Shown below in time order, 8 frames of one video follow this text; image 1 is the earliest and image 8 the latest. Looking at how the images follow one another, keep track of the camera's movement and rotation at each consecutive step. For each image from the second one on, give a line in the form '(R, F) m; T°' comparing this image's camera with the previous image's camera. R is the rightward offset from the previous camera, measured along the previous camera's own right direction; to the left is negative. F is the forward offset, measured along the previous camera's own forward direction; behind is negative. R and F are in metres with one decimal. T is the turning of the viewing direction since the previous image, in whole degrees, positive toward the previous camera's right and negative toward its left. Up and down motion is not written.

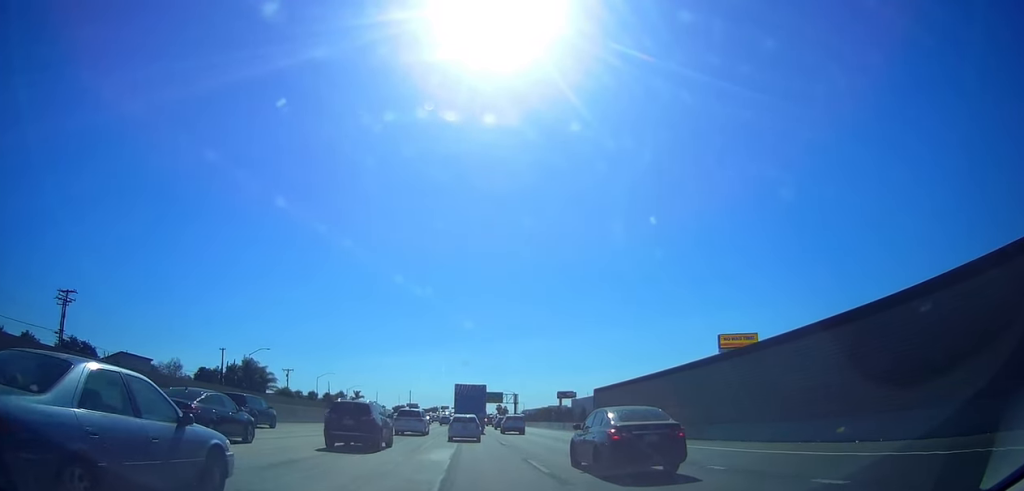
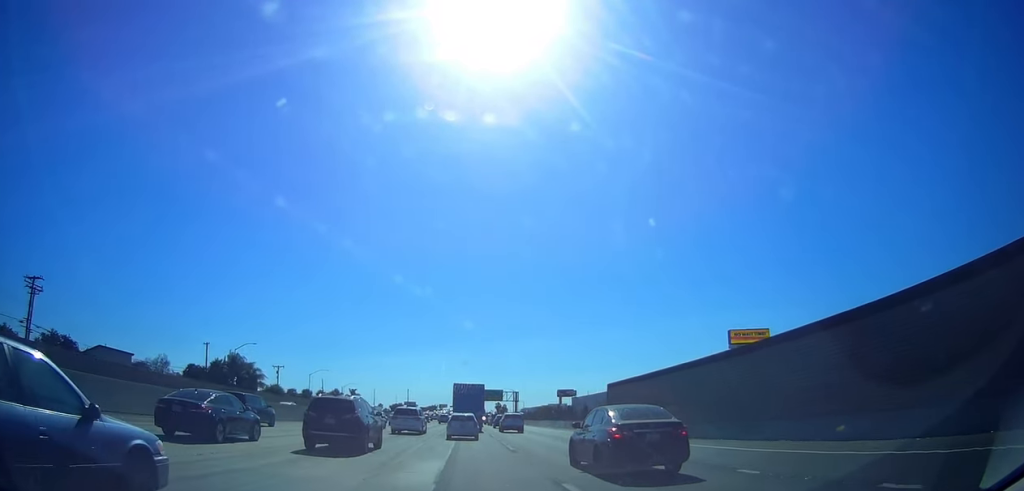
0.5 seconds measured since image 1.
(0.0, +6.3) m; 0°
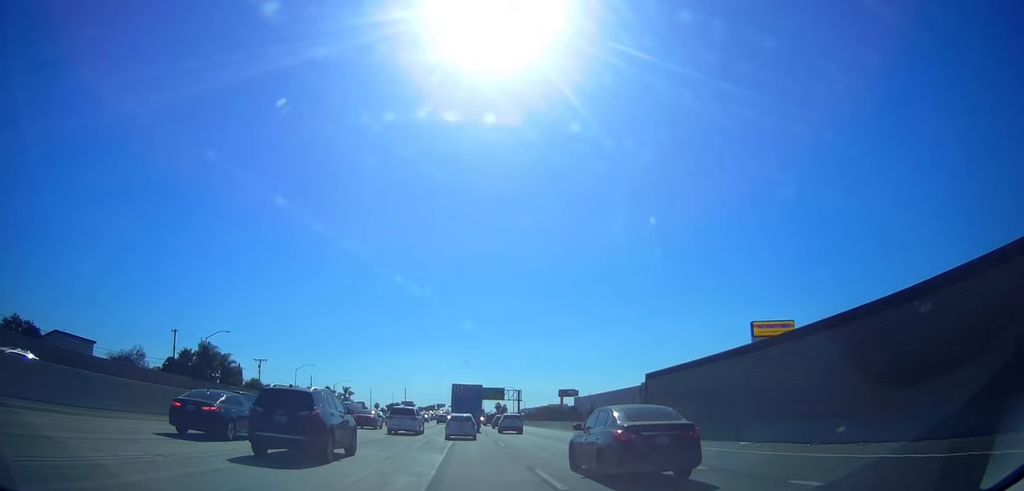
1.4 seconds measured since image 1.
(0.0, +11.3) m; 0°
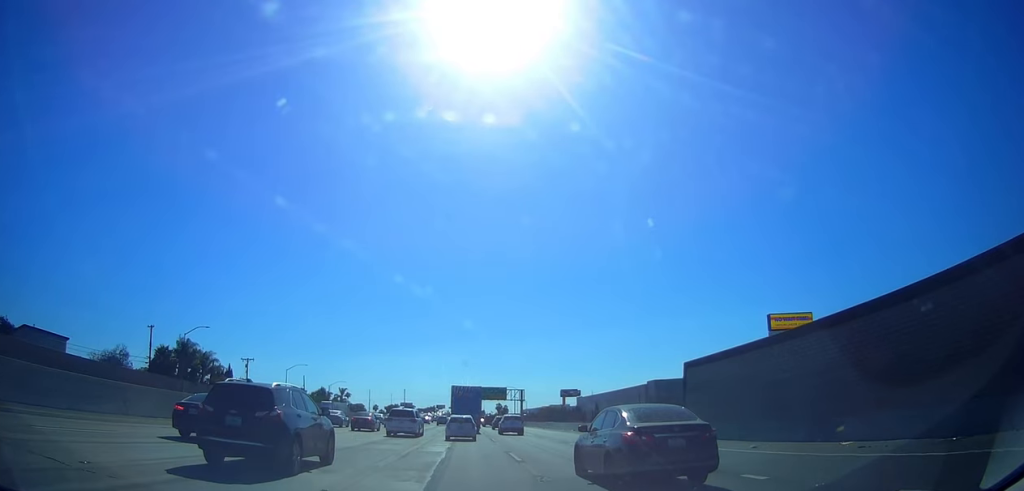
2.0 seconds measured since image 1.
(0.0, +7.2) m; 0°
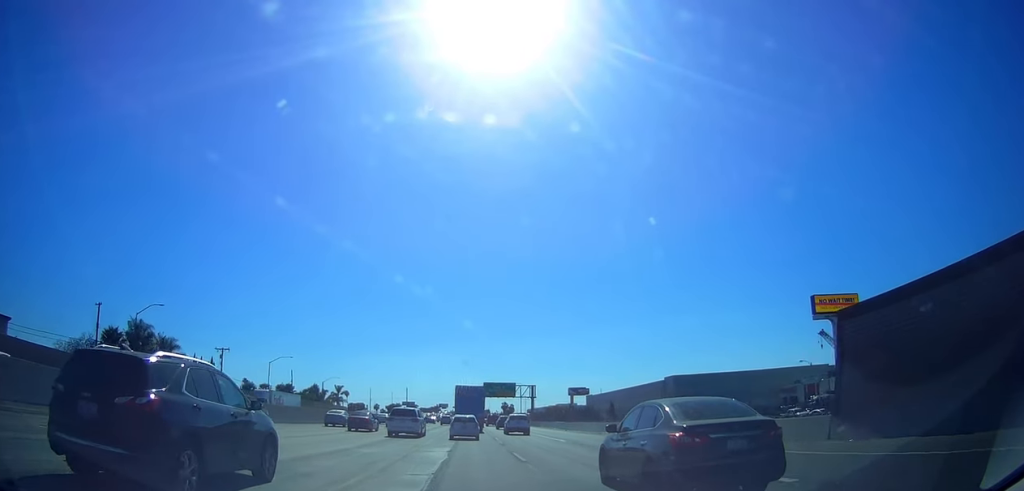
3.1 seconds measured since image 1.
(0.0, +14.0) m; 0°
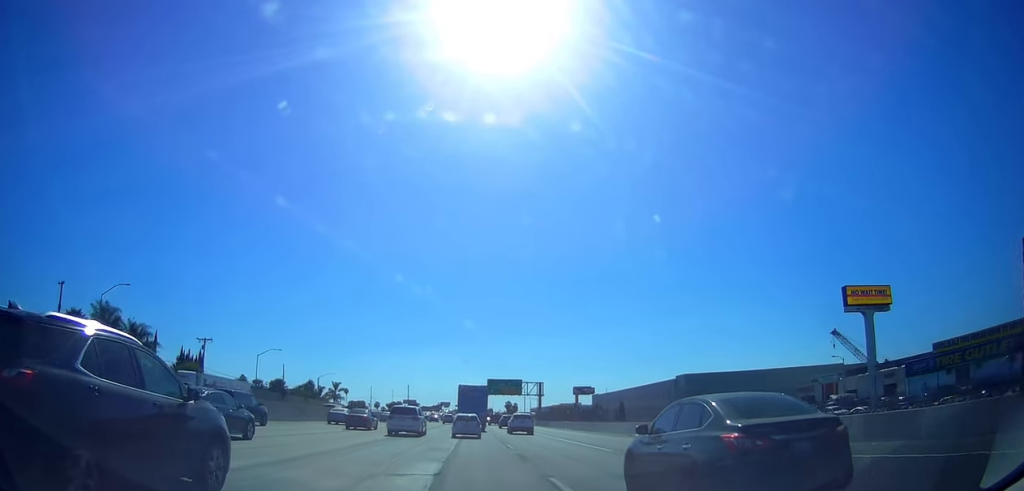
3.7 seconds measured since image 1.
(0.0, +8.3) m; -2°
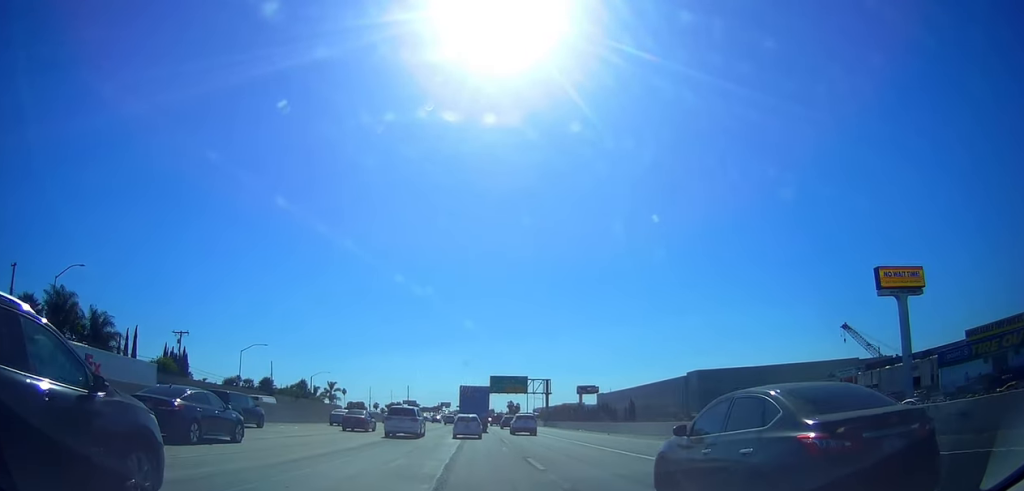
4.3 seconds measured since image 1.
(+0.1, +8.4) m; -2°
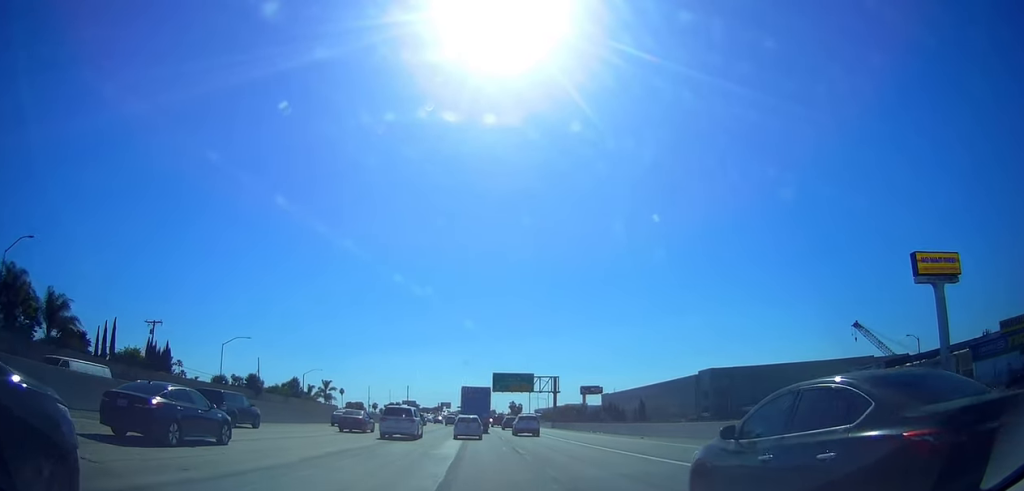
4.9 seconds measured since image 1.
(-0.5, +8.1) m; 0°
